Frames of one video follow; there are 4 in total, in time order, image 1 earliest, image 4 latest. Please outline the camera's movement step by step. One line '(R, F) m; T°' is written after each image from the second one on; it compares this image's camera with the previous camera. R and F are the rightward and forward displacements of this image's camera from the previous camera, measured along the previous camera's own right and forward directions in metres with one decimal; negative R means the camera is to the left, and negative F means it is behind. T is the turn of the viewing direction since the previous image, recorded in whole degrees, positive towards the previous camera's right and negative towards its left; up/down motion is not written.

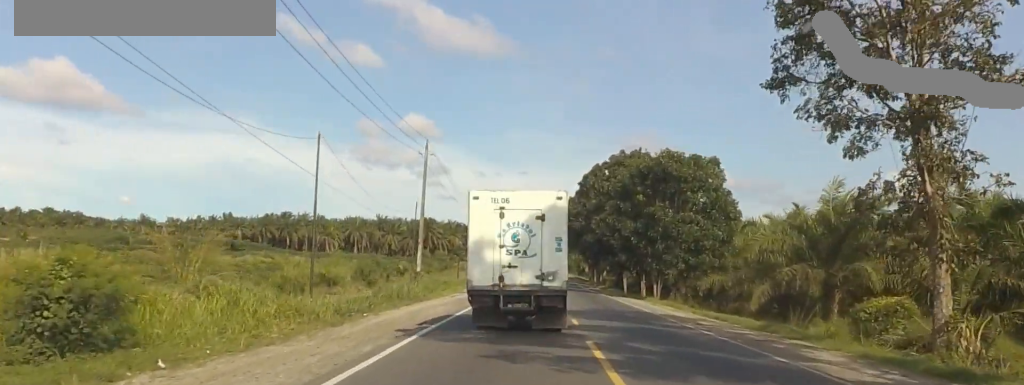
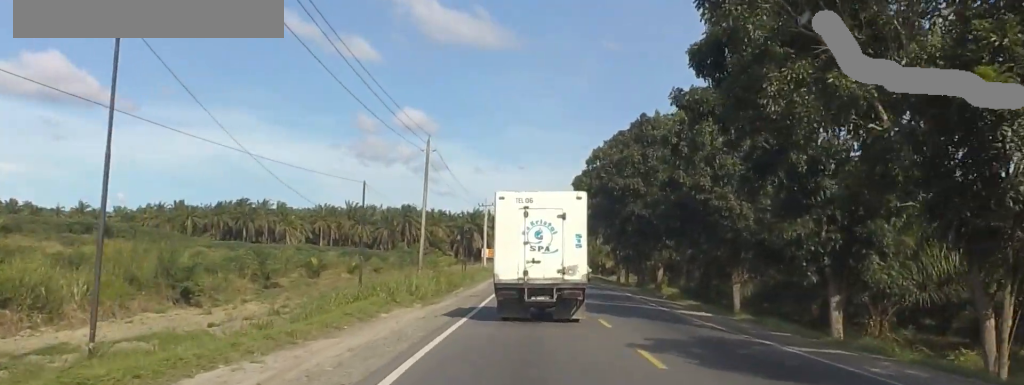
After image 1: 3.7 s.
(-3.8, +50.7) m; -6°
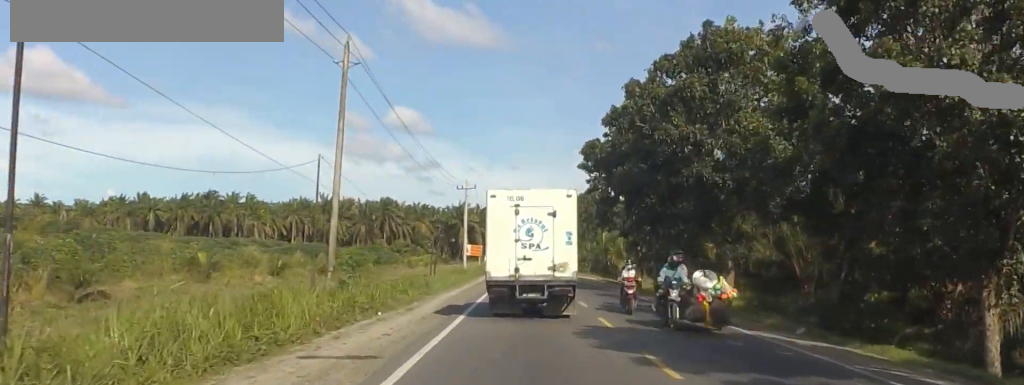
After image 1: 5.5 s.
(+0.6, +24.3) m; +3°
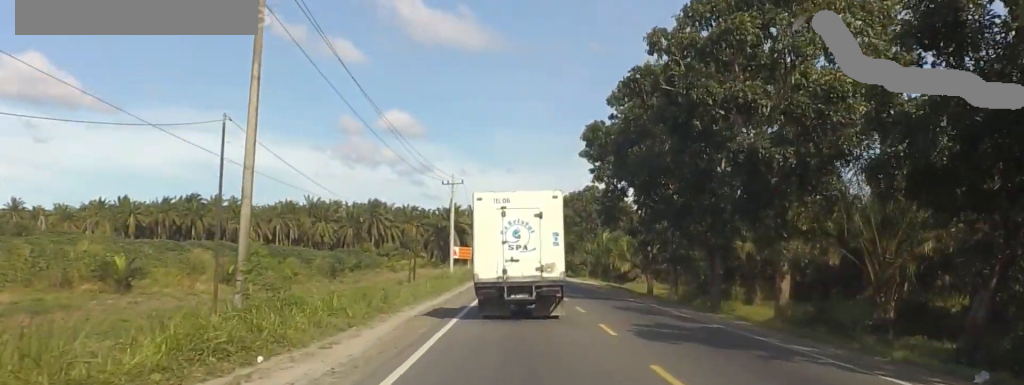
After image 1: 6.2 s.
(0.0, +9.6) m; 0°
